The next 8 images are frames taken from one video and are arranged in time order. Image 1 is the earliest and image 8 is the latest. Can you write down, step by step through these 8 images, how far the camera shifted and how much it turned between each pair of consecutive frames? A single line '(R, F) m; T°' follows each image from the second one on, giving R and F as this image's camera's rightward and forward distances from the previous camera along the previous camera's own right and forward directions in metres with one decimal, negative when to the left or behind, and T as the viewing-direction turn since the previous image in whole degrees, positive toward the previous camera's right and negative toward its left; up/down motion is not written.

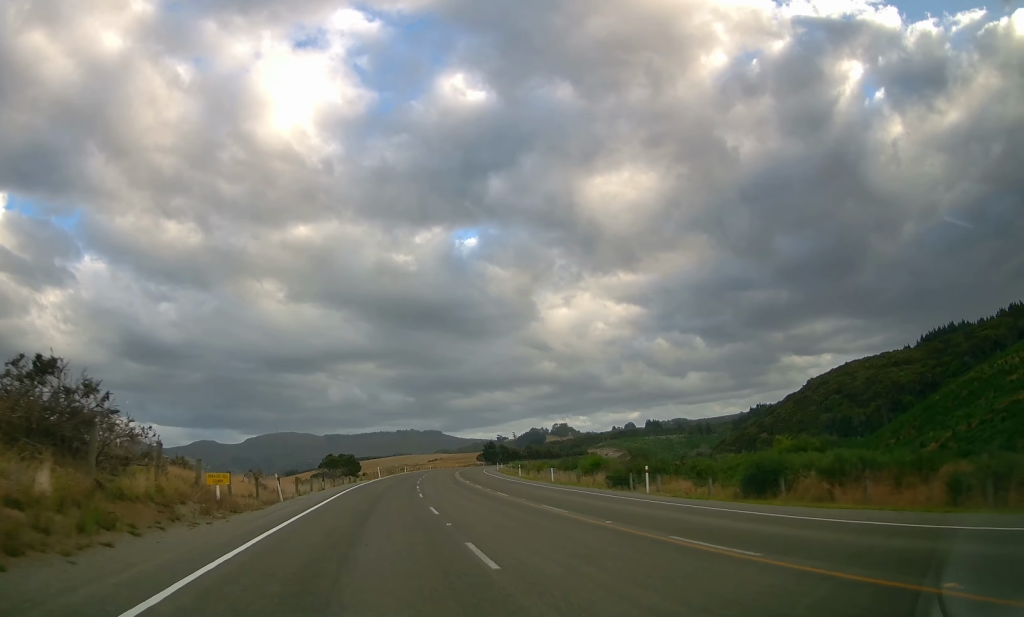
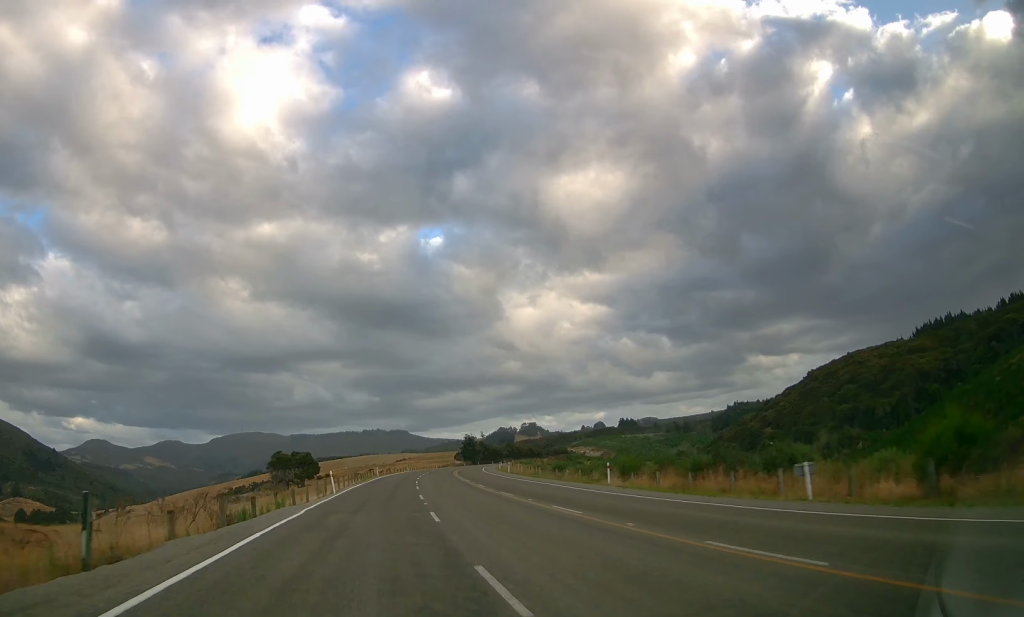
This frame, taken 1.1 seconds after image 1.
(+0.6, +32.9) m; +4°
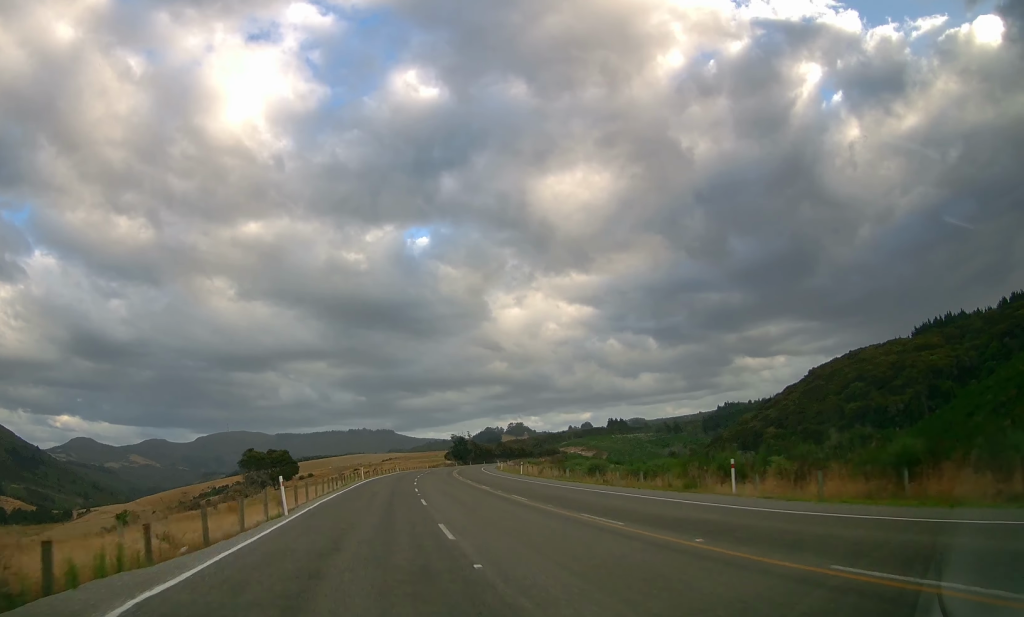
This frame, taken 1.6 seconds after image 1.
(-0.1, +13.7) m; +2°
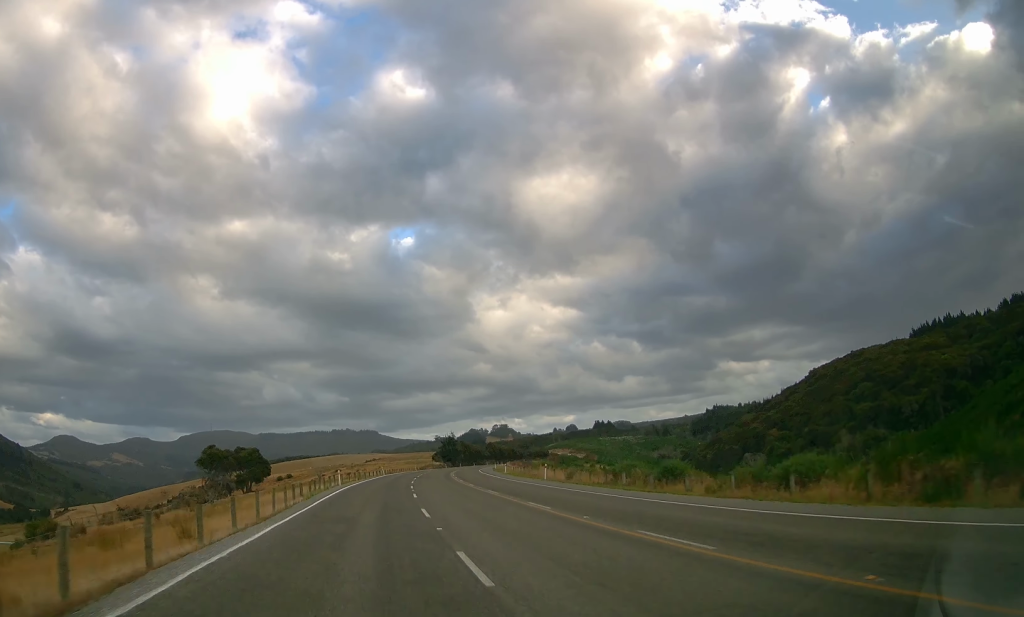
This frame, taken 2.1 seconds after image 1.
(+0.6, +14.8) m; +1°
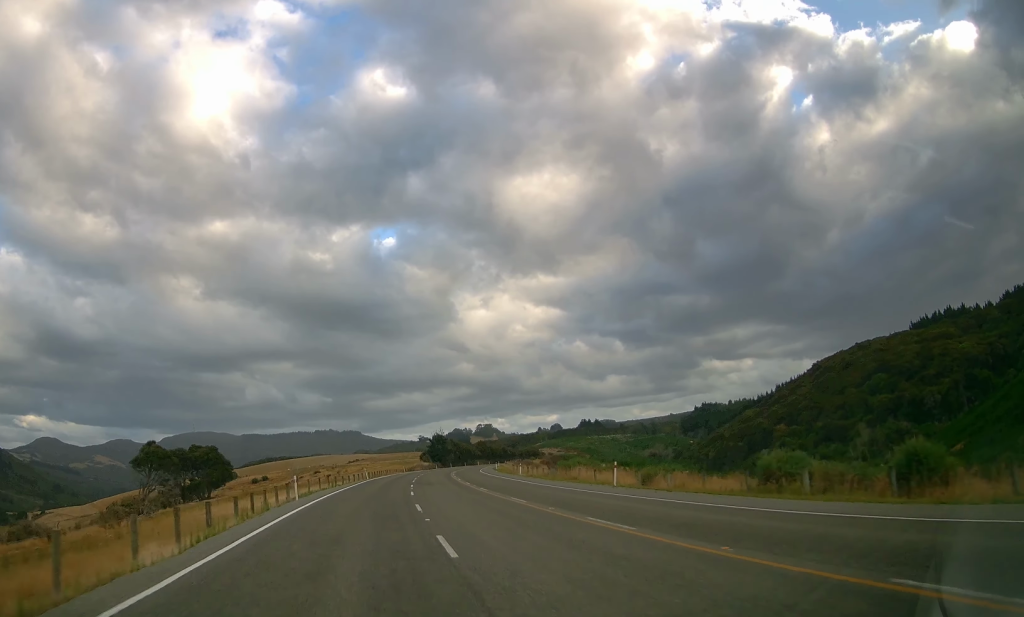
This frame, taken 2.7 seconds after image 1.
(+0.4, +17.7) m; +1°
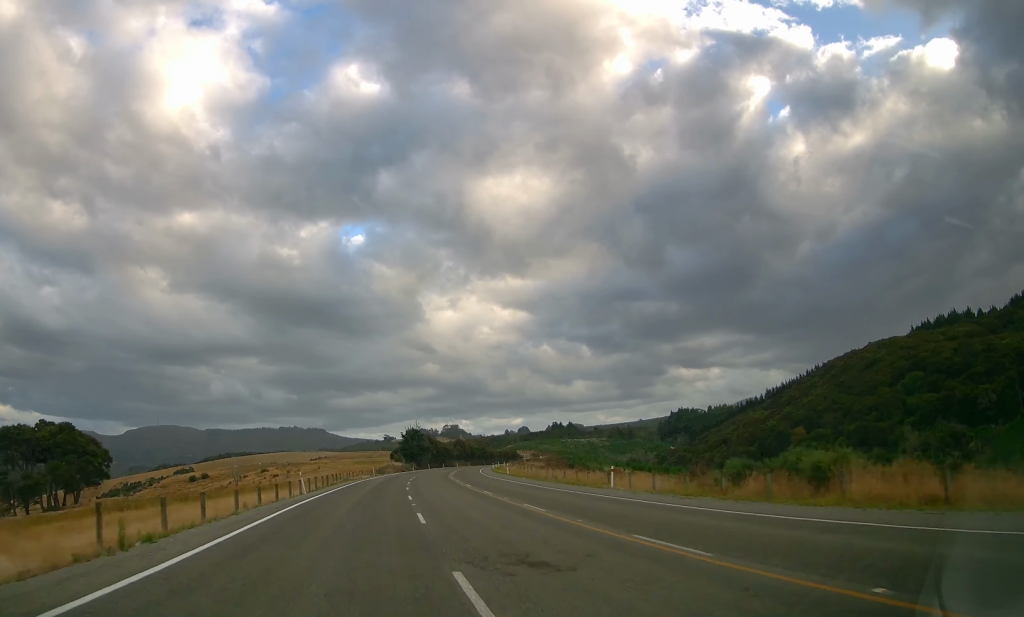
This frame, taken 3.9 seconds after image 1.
(+0.1, +34.6) m; +1°
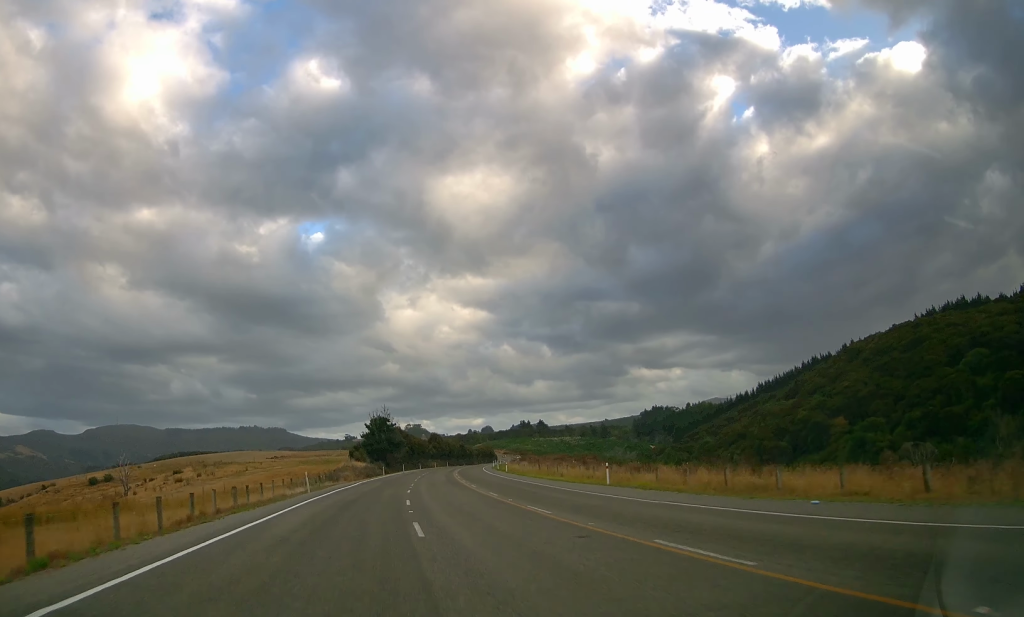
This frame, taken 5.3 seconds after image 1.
(+1.4, +42.9) m; +5°
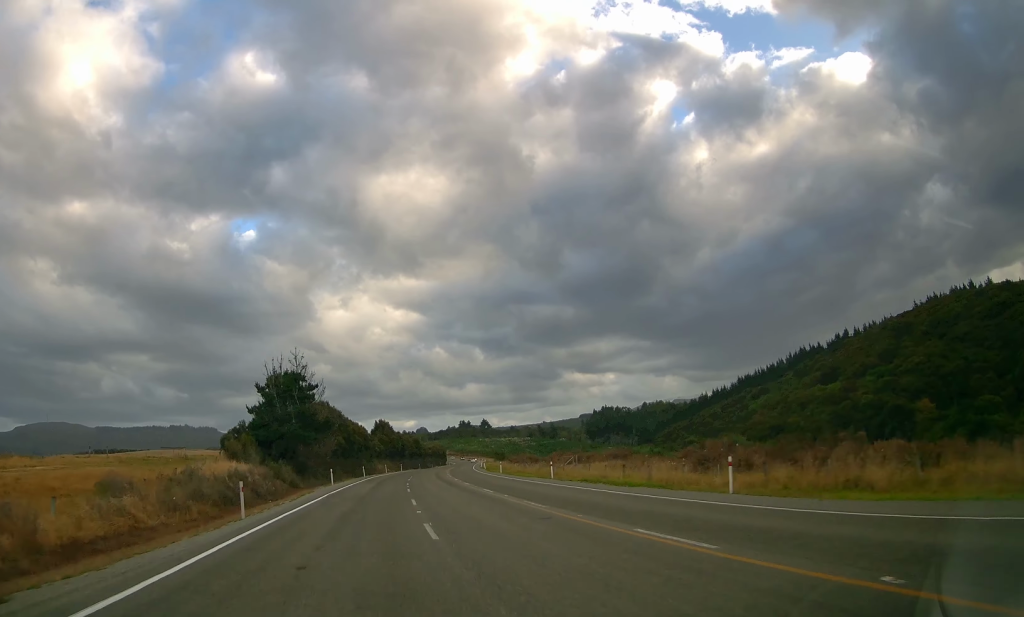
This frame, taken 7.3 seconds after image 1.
(+3.3, +60.7) m; +6°
